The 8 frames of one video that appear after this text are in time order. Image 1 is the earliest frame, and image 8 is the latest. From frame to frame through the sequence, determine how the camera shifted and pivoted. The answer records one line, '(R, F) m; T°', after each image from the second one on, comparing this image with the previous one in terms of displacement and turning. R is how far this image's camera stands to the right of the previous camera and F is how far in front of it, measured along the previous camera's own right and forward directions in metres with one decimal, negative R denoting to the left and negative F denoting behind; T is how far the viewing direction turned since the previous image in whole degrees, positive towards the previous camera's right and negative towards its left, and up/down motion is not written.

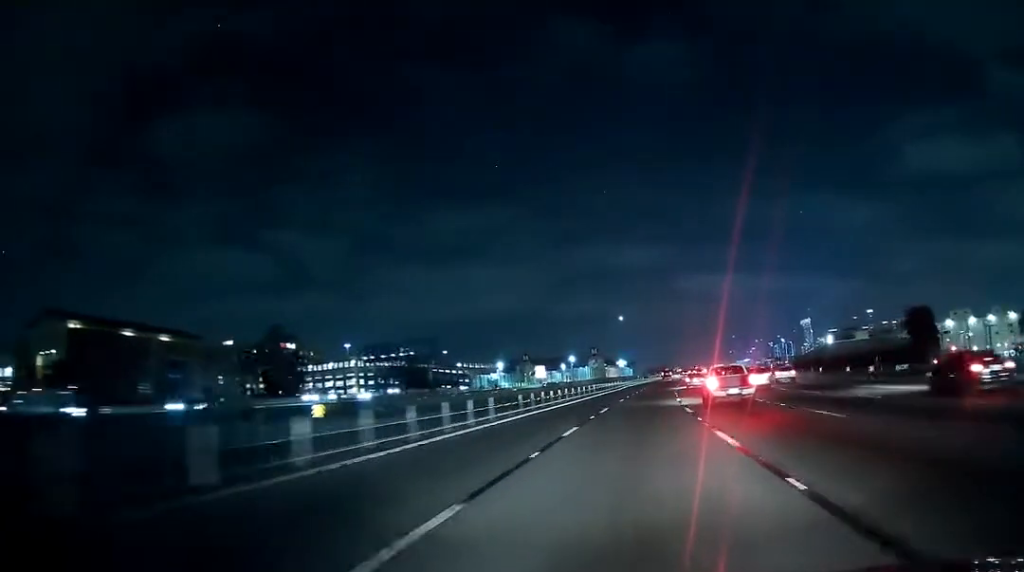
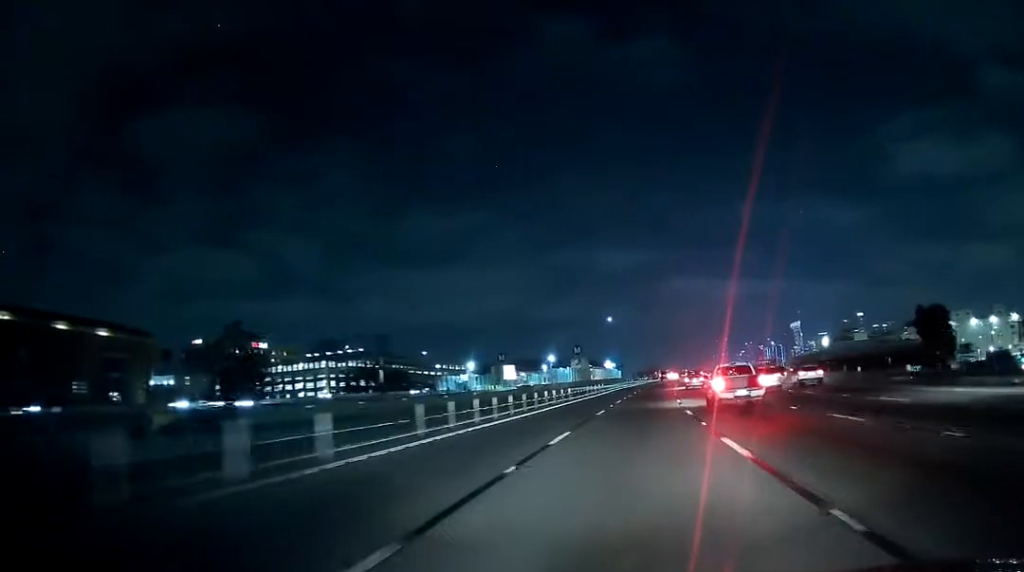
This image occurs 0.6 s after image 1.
(+0.3, +16.5) m; +1°
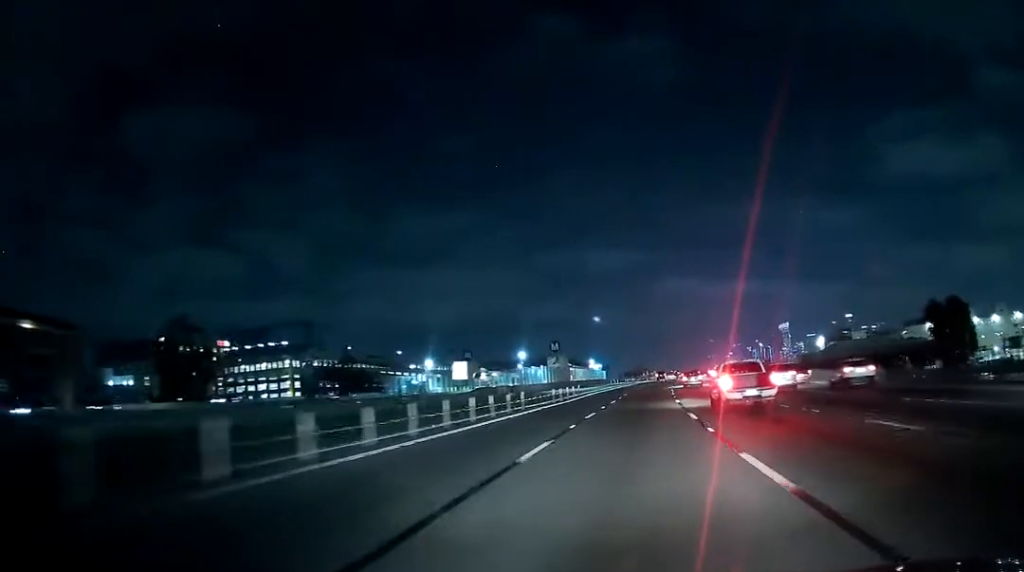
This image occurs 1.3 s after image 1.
(+0.2, +19.1) m; +1°
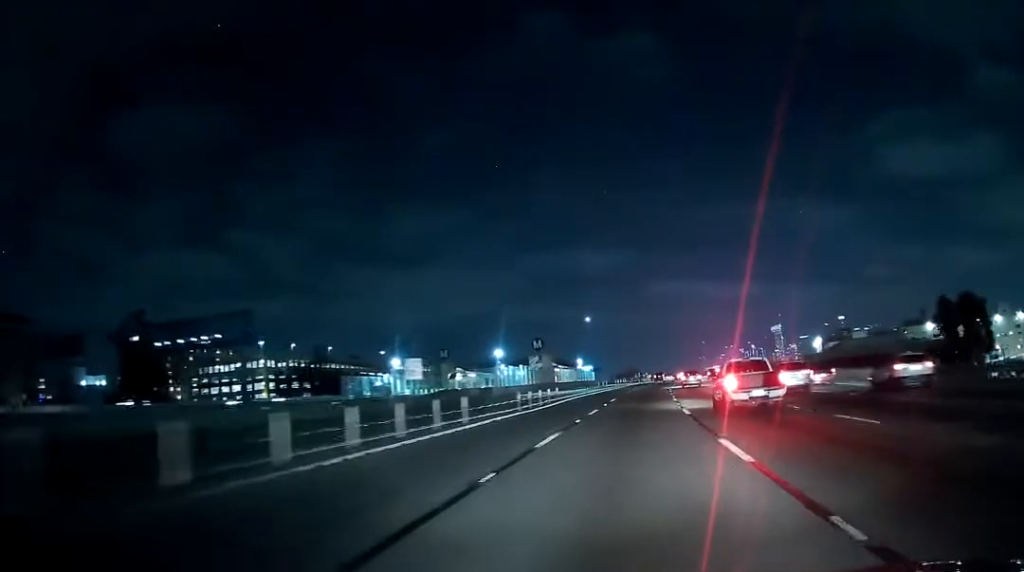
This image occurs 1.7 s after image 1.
(0.0, +11.8) m; 0°
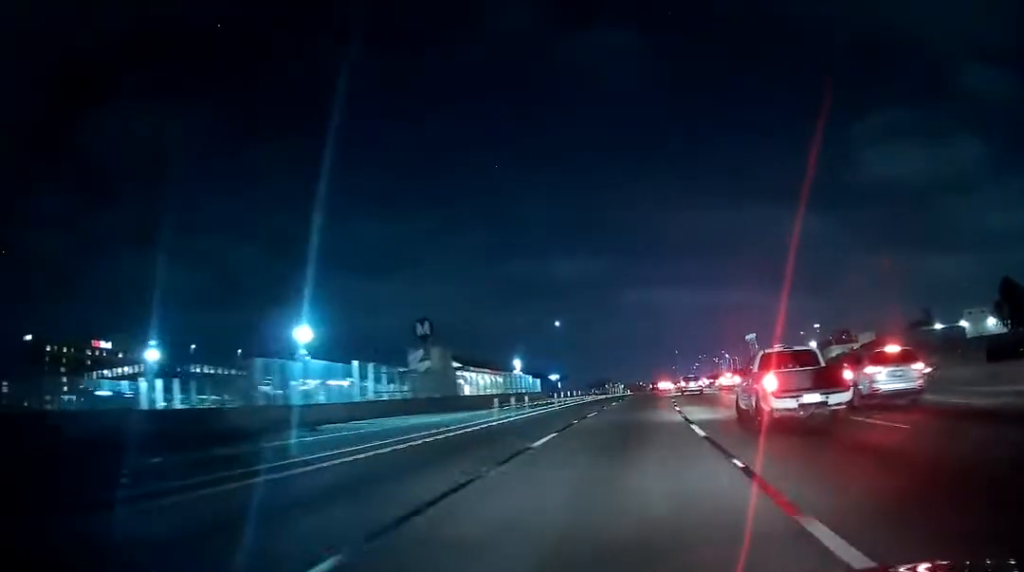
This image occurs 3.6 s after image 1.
(+0.2, +50.1) m; +2°
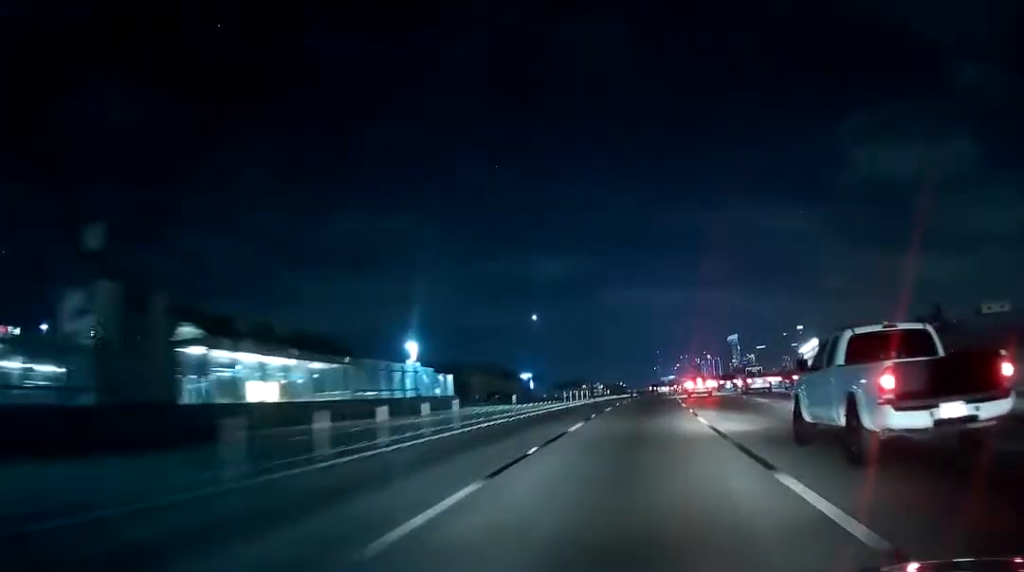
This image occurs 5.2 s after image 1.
(+1.3, +40.2) m; +2°
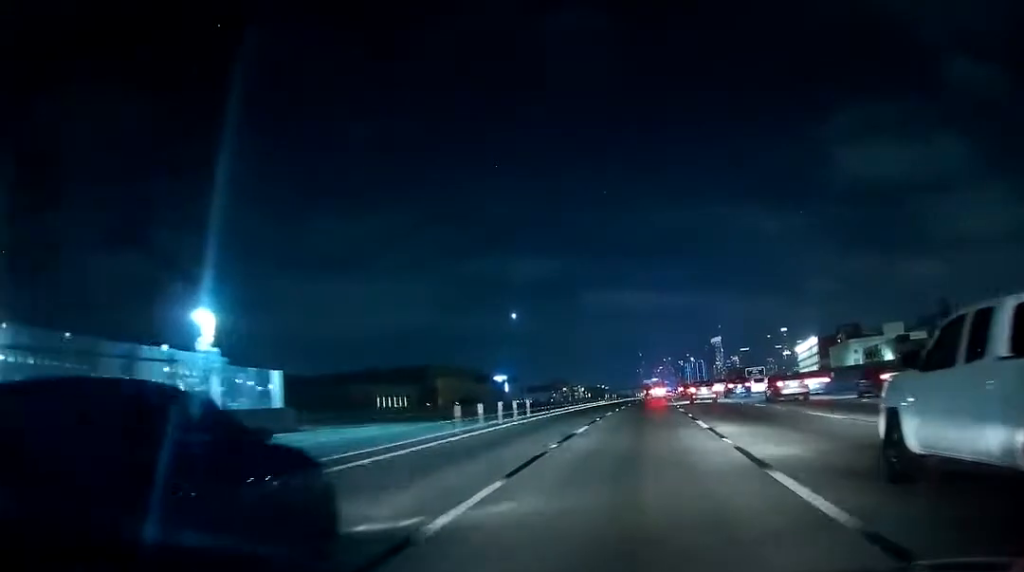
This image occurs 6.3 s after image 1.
(0.0, +29.8) m; 0°
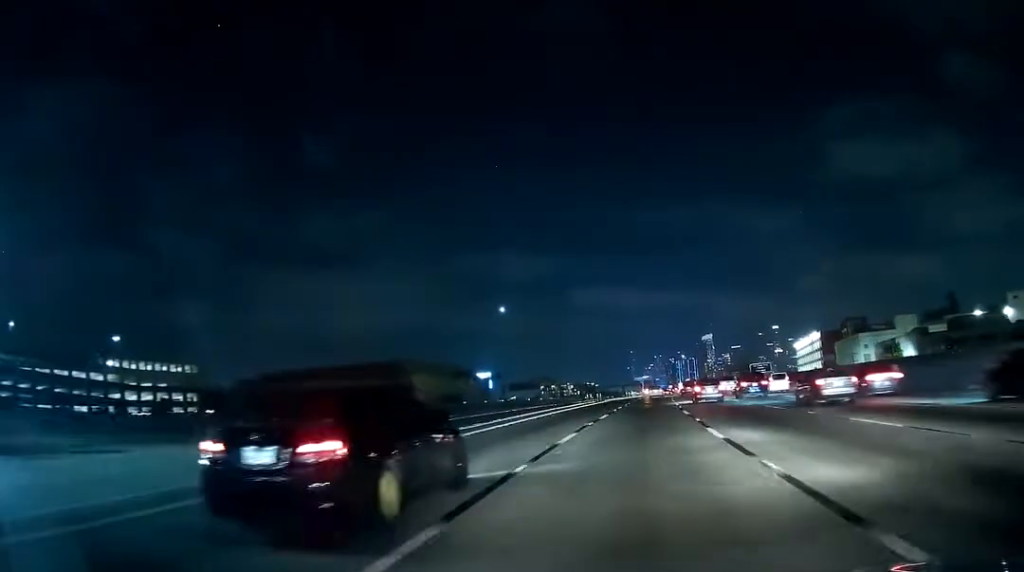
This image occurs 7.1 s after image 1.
(+0.1, +18.7) m; +1°
